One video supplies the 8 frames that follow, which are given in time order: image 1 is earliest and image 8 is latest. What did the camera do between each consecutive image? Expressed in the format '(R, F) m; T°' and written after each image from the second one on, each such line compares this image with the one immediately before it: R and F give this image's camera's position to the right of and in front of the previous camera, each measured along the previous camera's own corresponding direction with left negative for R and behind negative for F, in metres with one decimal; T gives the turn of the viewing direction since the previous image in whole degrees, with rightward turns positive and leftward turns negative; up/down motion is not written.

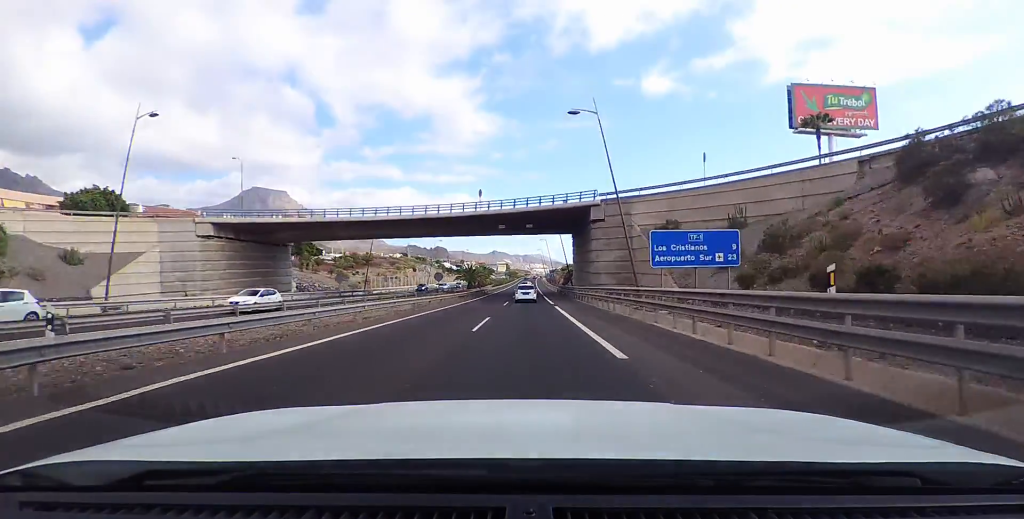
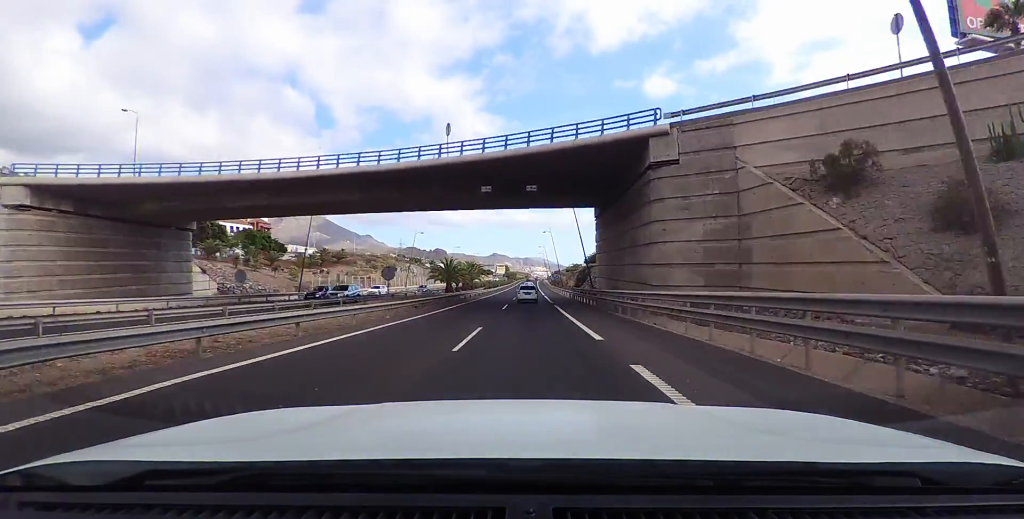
(-0.3, +20.6) m; -1°
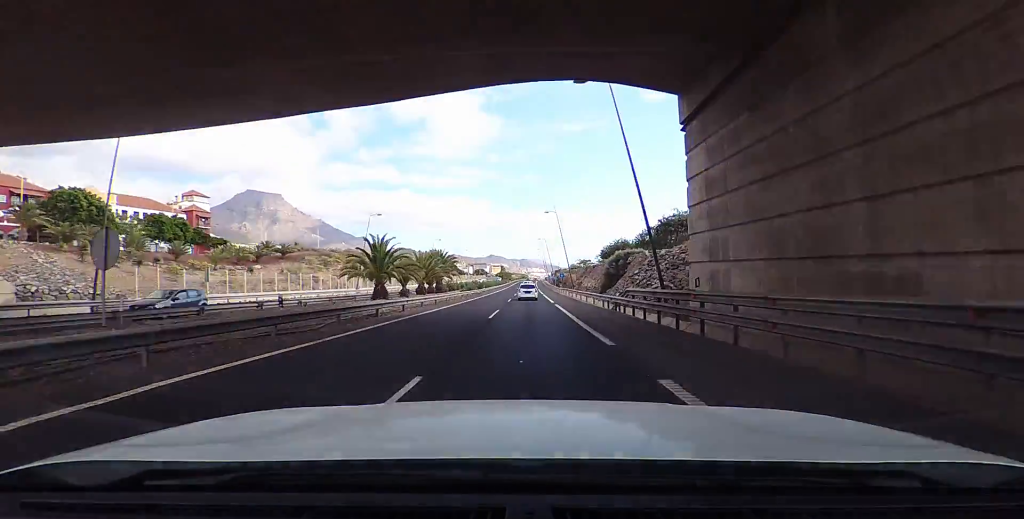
(-0.1, +24.6) m; +1°
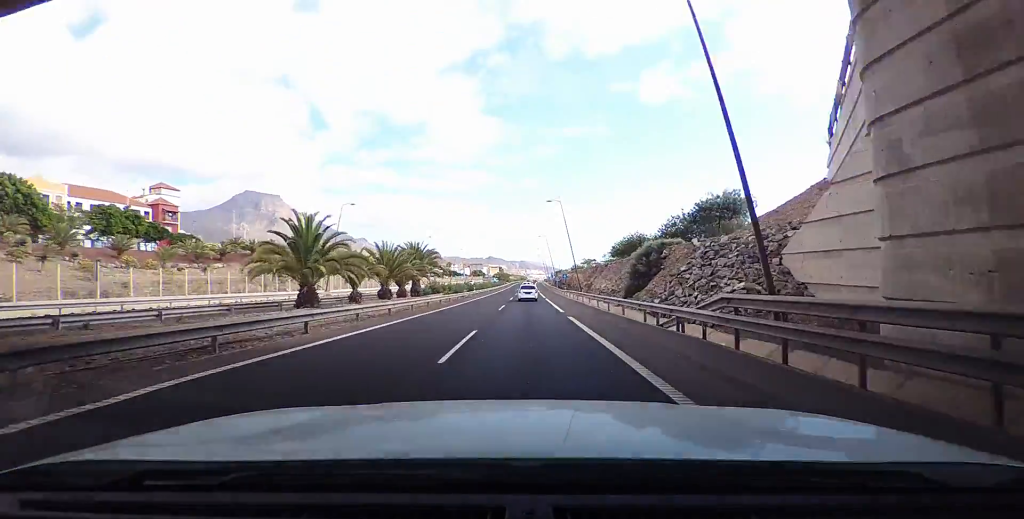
(-0.1, +9.9) m; +1°
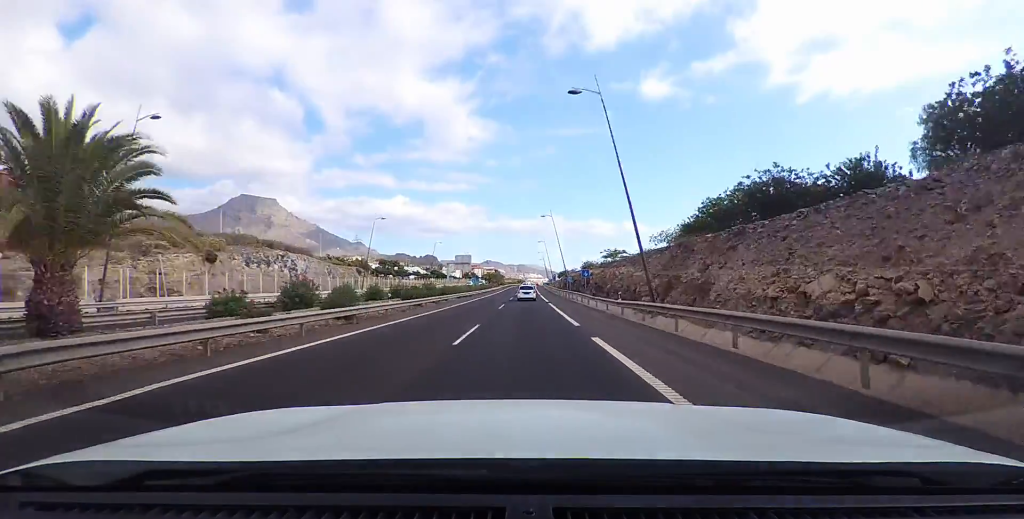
(+0.6, +31.5) m; 0°
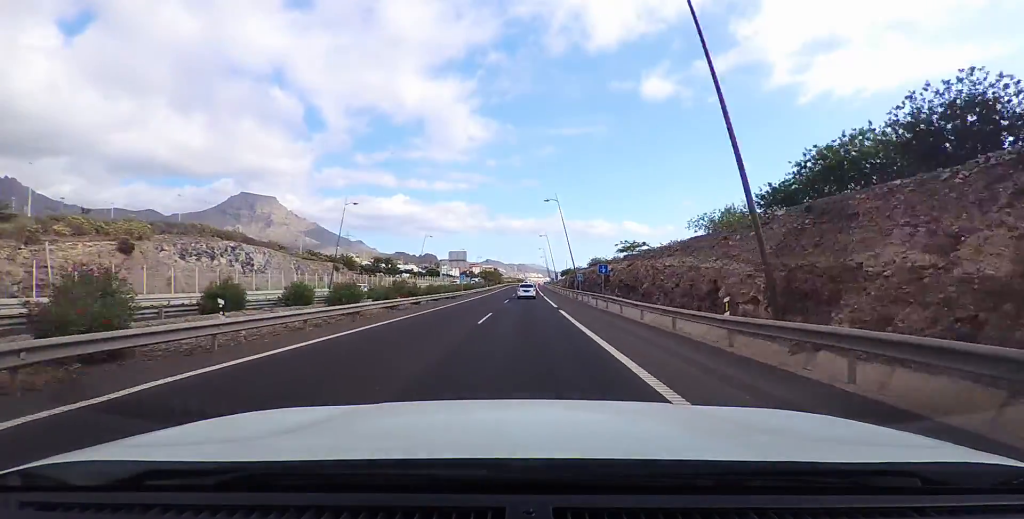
(-0.4, +11.6) m; 0°
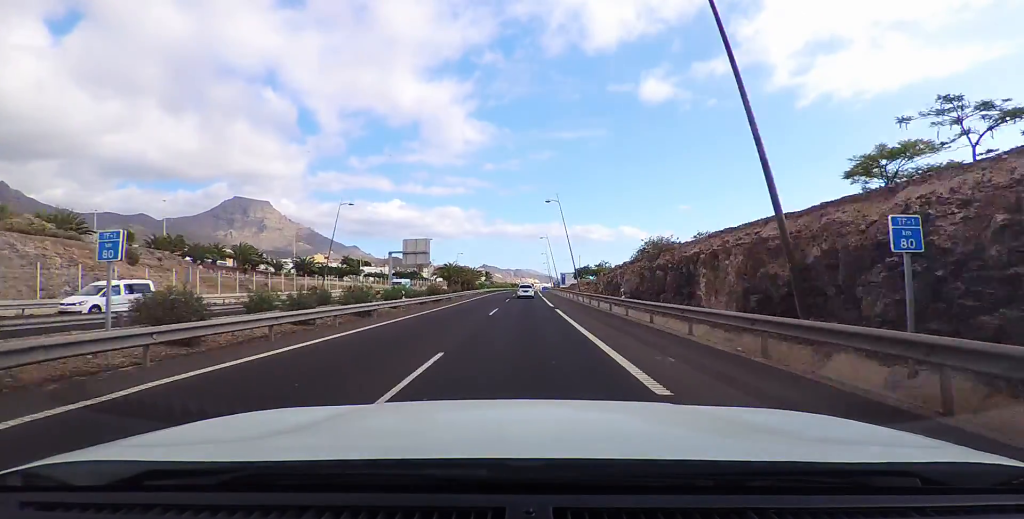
(+1.1, +45.3) m; +1°
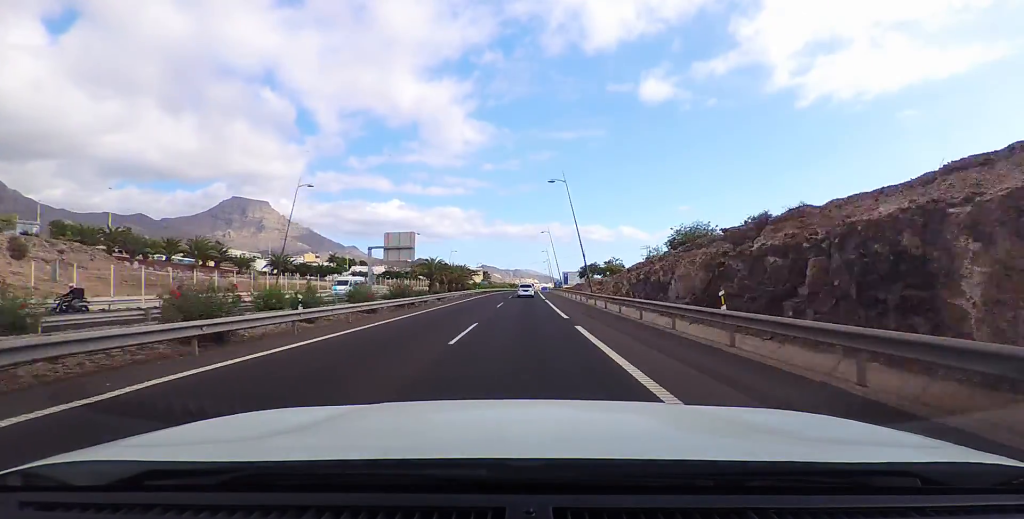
(0.0, +10.6) m; -1°
